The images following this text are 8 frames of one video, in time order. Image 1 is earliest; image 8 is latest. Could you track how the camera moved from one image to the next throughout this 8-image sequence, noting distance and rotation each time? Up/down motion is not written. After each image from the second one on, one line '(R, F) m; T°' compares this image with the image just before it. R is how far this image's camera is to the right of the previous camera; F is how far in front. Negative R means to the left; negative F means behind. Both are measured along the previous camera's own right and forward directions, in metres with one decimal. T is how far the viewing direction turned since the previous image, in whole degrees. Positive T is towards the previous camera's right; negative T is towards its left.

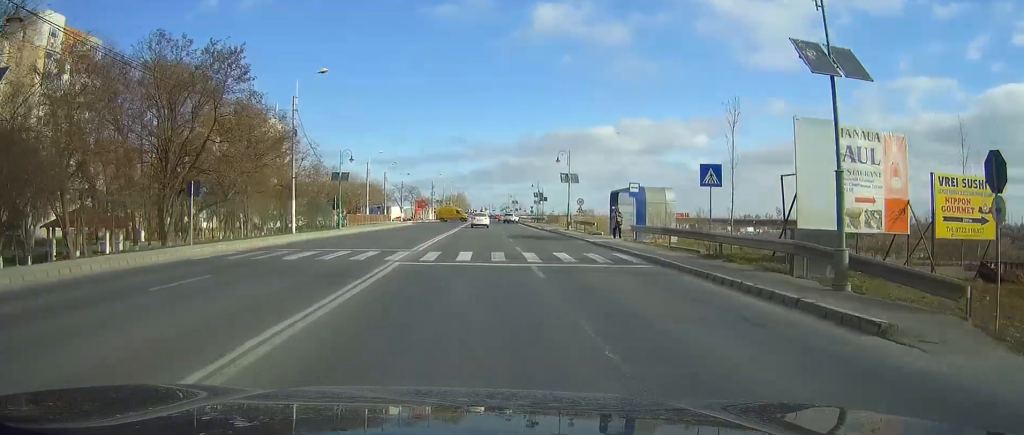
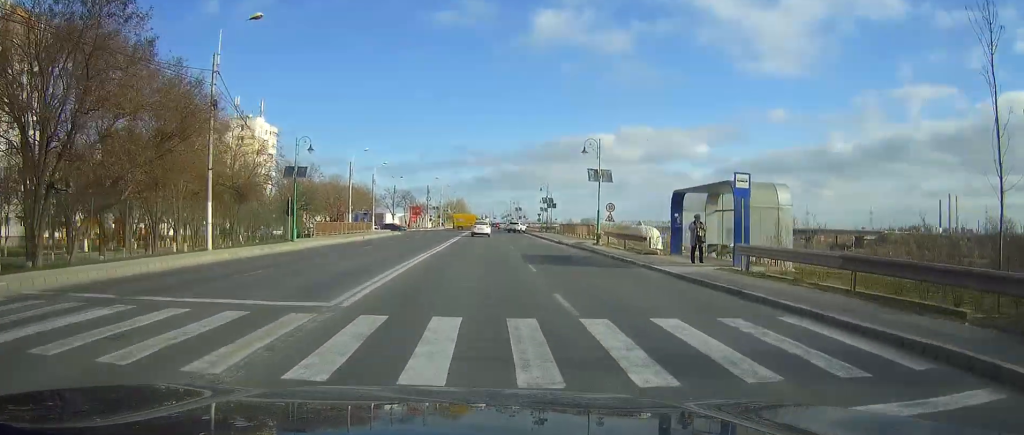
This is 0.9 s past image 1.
(-0.1, +14.0) m; -1°
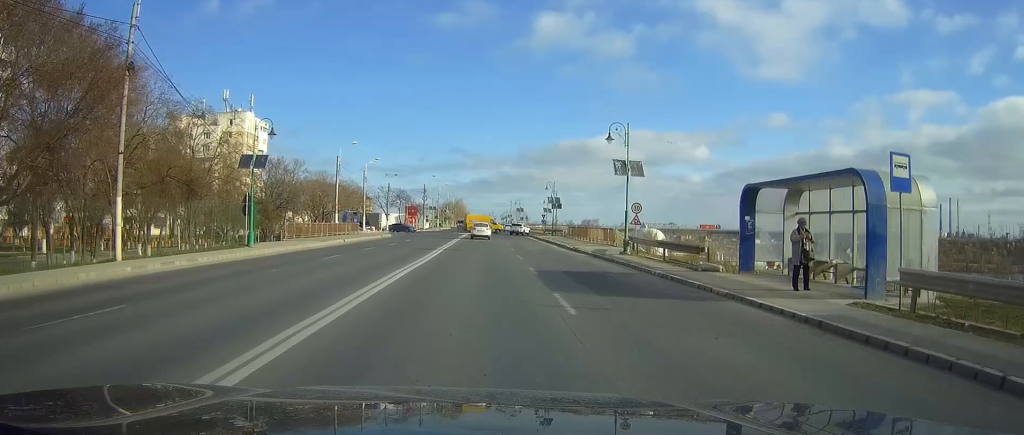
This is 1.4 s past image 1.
(-0.1, +8.4) m; 0°
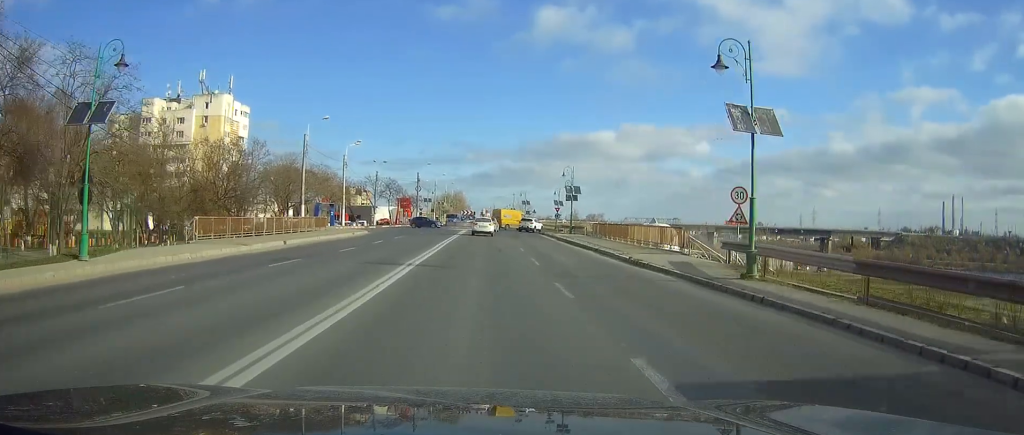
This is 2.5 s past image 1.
(+0.1, +16.3) m; 0°
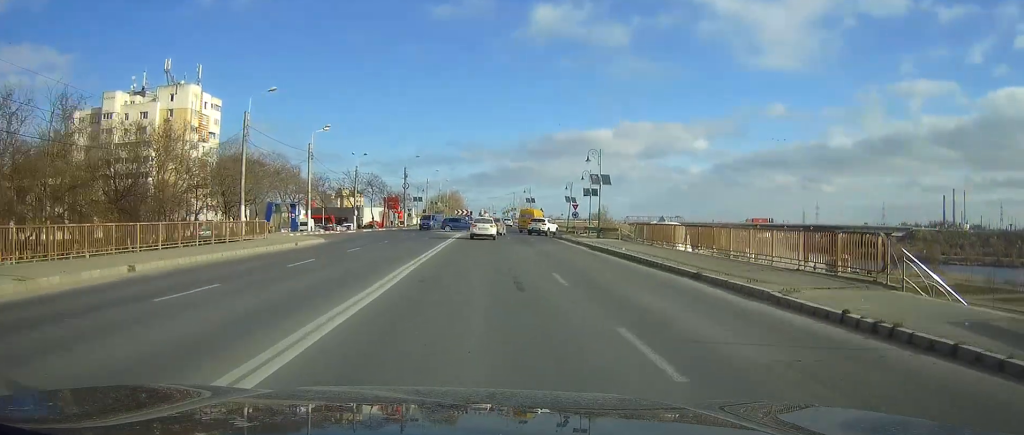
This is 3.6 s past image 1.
(0.0, +16.7) m; 0°
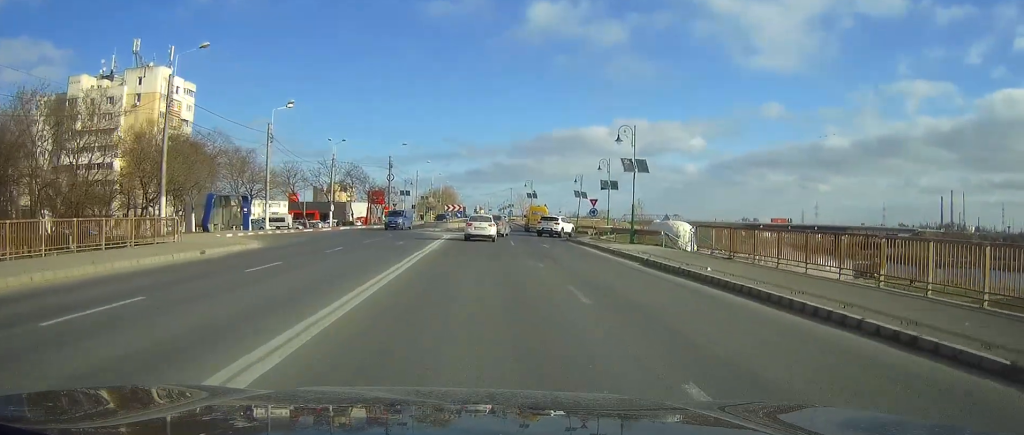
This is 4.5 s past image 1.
(-0.1, +12.6) m; 0°
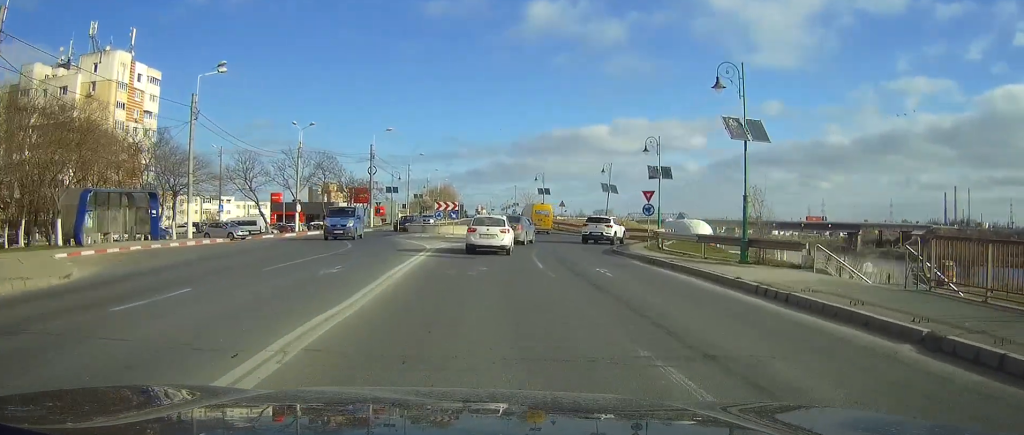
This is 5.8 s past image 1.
(+0.2, +16.0) m; 0°
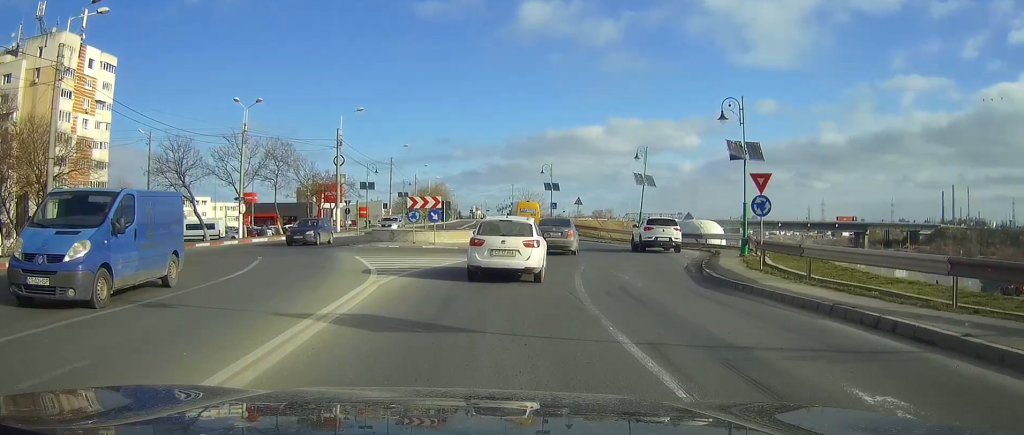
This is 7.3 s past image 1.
(0.0, +15.1) m; 0°
